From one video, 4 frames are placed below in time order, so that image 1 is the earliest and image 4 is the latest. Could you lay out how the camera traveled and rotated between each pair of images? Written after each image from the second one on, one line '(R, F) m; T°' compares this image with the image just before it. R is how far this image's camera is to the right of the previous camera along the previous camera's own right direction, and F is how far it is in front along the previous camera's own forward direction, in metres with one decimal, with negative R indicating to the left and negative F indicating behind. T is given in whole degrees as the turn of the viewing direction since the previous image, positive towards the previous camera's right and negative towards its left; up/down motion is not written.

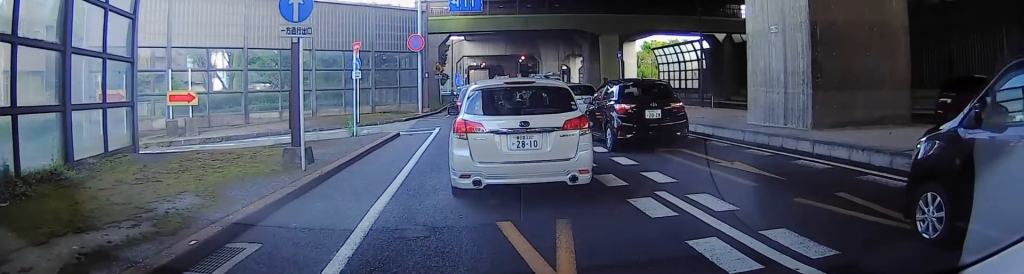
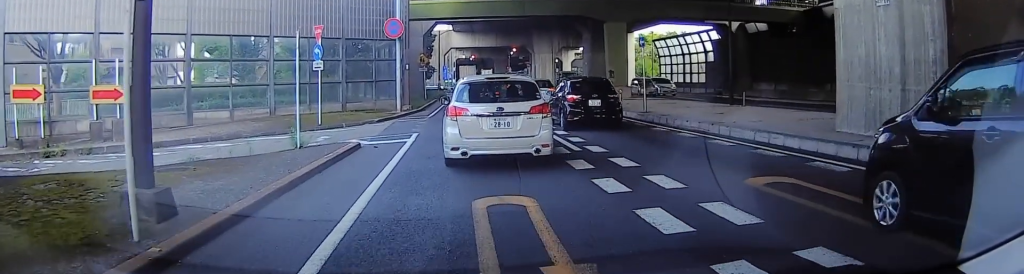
(0.0, +5.1) m; 0°
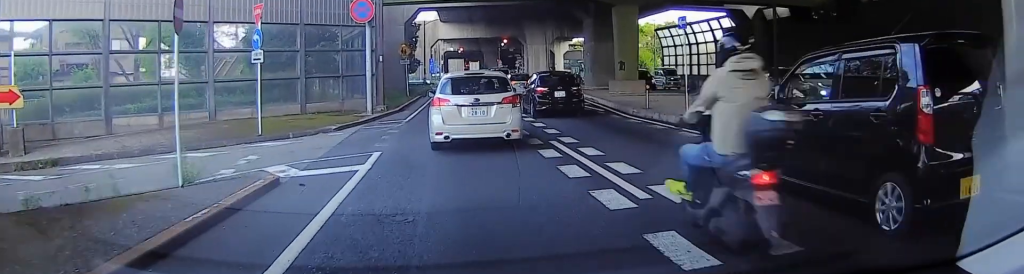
(0.0, +4.2) m; 0°
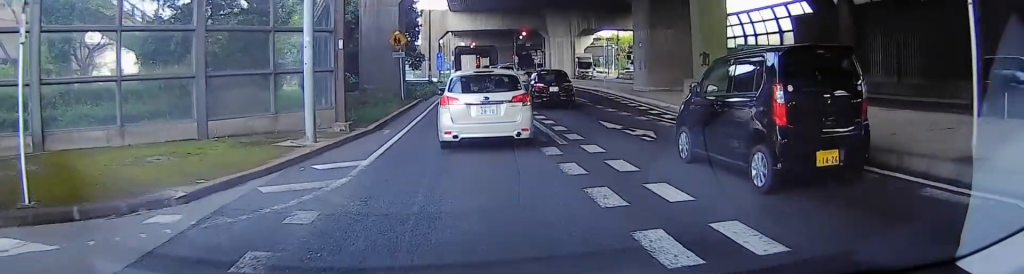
(0.0, +9.0) m; 0°
